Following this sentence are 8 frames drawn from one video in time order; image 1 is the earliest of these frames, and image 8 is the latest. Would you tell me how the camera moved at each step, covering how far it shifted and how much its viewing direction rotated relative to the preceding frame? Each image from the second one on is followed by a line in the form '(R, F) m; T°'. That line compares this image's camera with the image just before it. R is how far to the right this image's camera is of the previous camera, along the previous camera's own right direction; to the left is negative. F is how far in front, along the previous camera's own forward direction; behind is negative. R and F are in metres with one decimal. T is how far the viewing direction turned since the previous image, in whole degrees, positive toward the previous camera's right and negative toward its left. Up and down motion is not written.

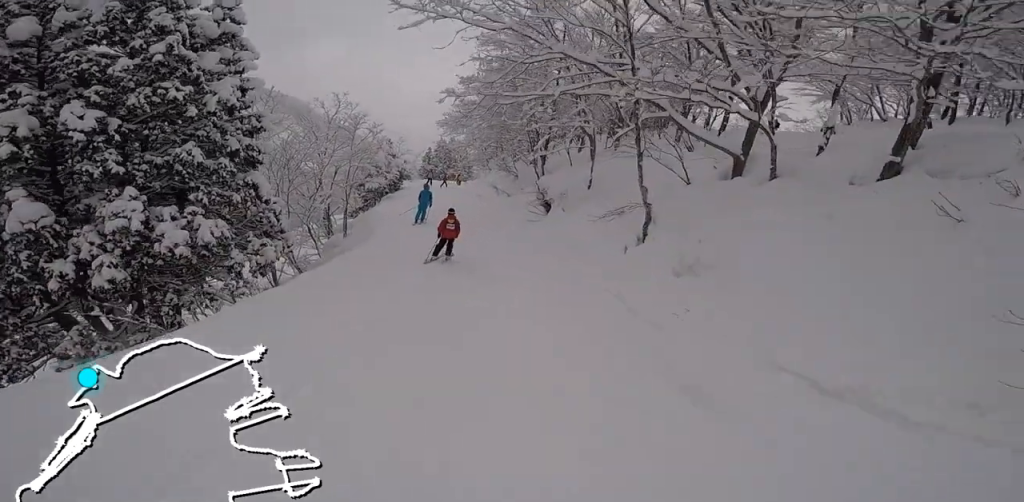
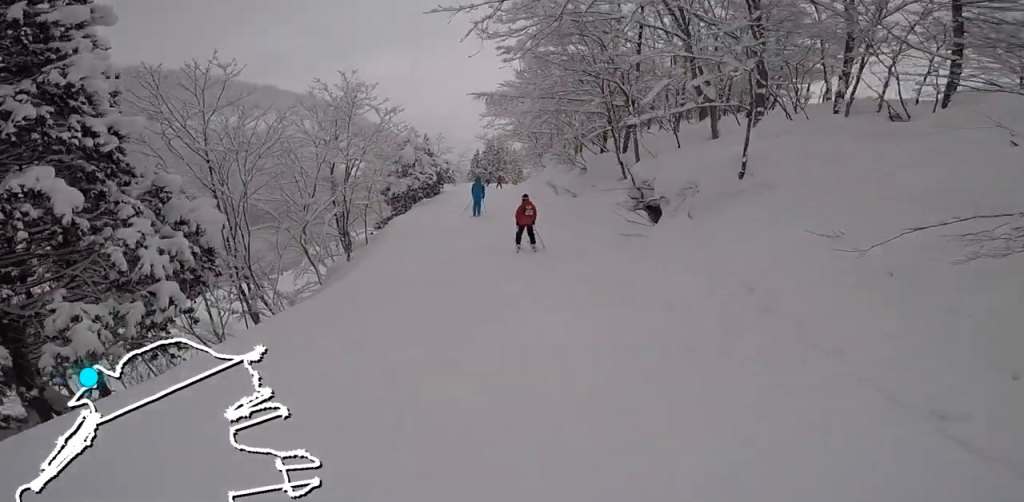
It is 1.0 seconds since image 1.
(+0.4, +5.6) m; -3°
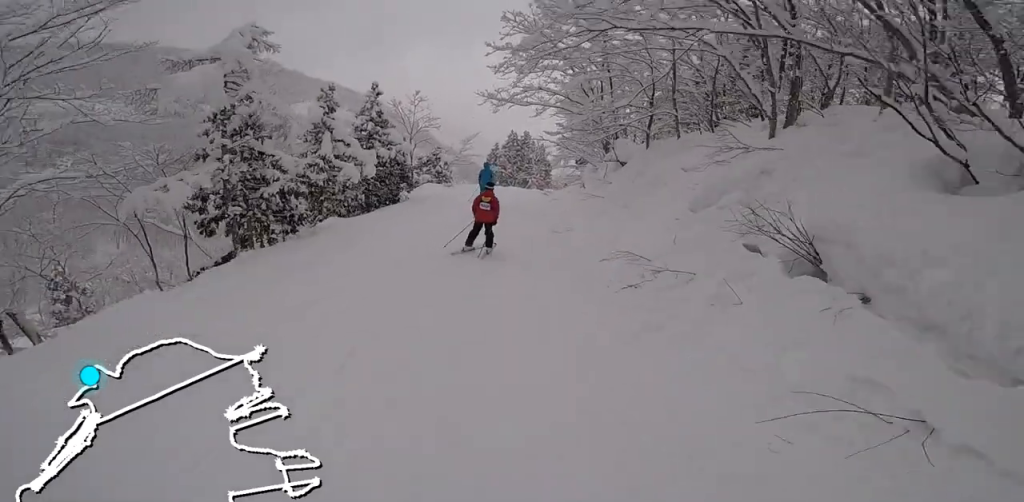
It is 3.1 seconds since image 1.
(-1.5, +13.5) m; -7°
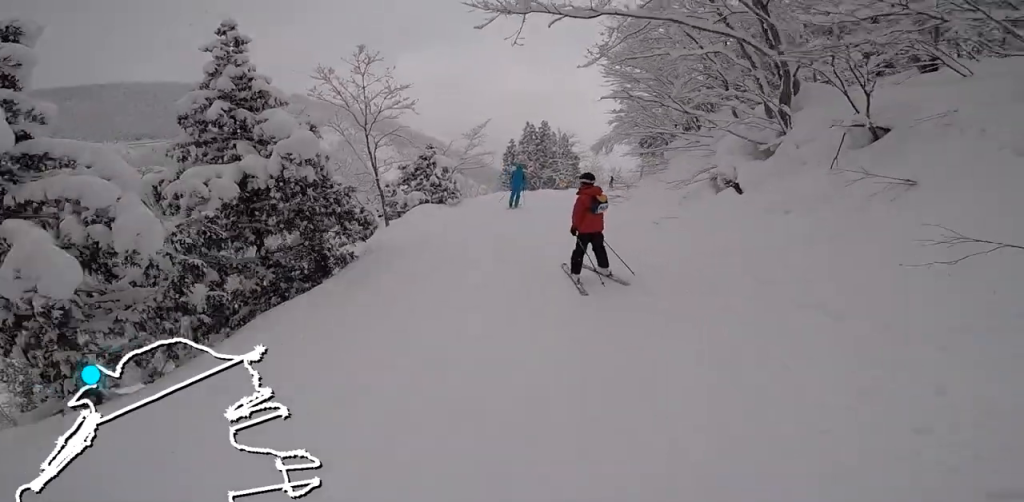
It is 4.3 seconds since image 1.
(0.0, +7.0) m; +3°
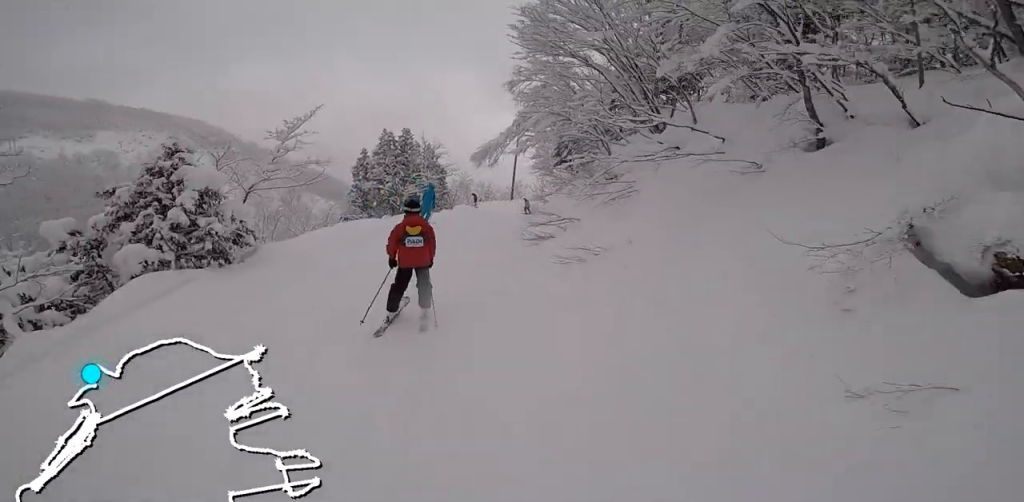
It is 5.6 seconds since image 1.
(+0.7, +5.9) m; +10°
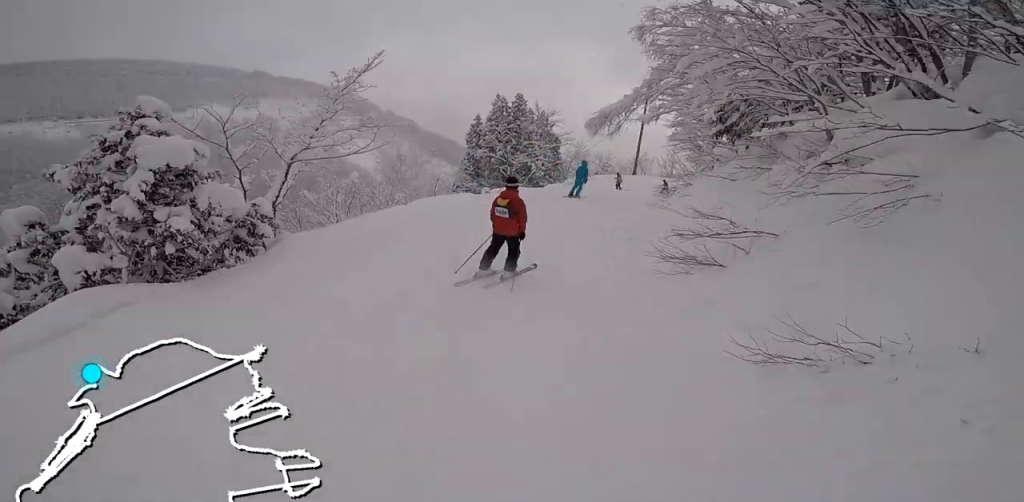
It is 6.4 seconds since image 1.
(+0.2, +3.2) m; -2°
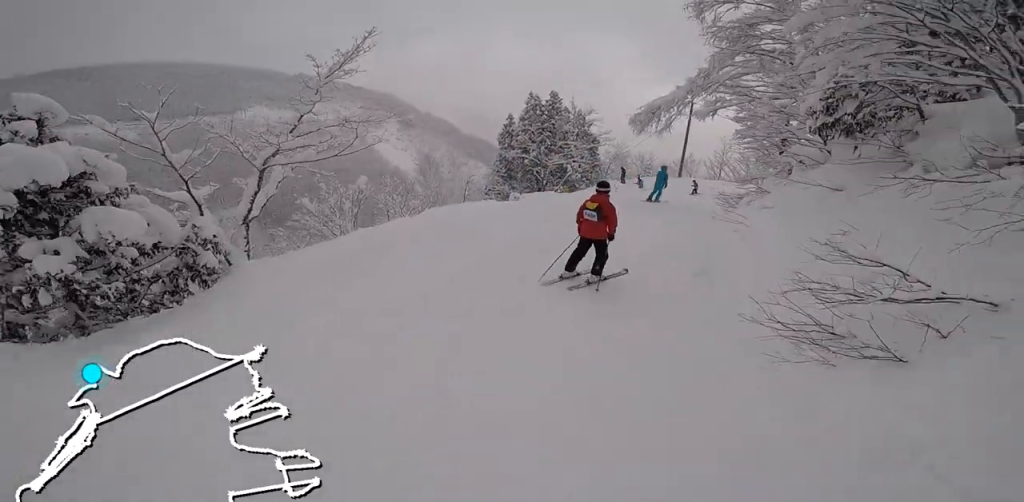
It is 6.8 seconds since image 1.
(-0.4, +1.9) m; -4°
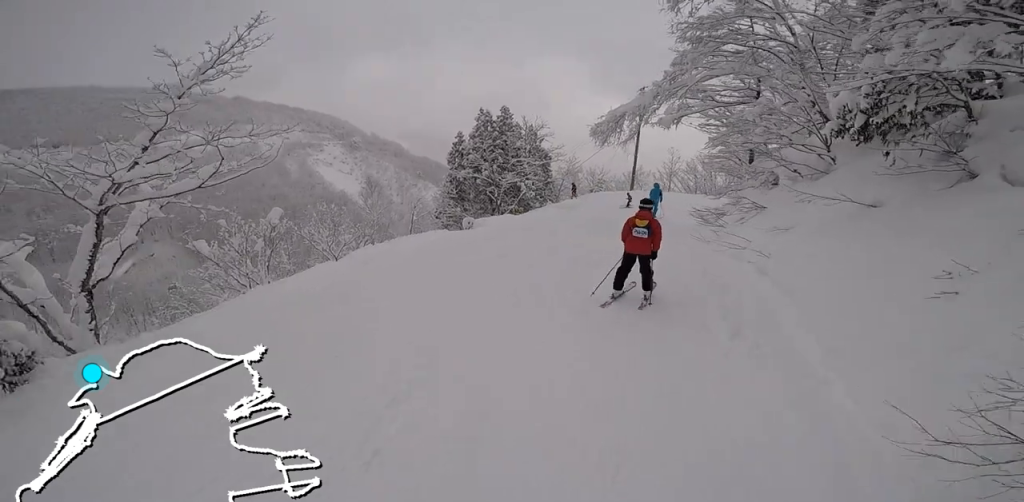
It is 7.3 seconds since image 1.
(0.0, +1.8) m; +4°
